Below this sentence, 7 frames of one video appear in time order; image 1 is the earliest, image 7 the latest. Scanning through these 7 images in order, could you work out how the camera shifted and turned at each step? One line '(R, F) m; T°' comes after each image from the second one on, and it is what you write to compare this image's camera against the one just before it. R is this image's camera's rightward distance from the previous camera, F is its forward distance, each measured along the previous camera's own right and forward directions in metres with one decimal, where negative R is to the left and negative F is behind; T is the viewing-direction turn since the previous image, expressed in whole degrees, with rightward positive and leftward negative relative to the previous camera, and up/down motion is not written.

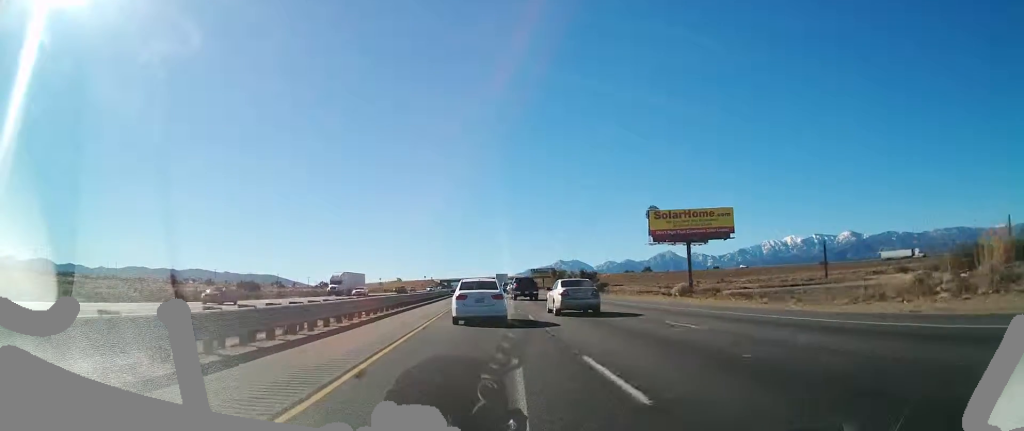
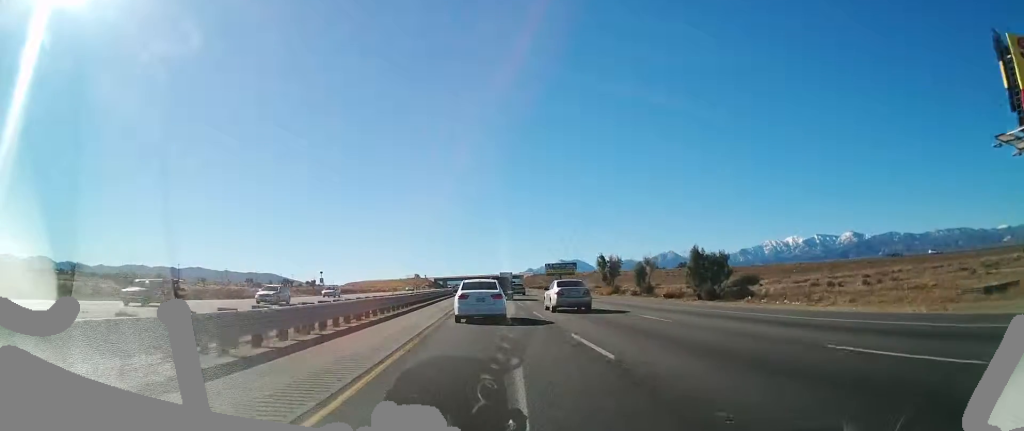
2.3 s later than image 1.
(-0.5, +68.3) m; 0°
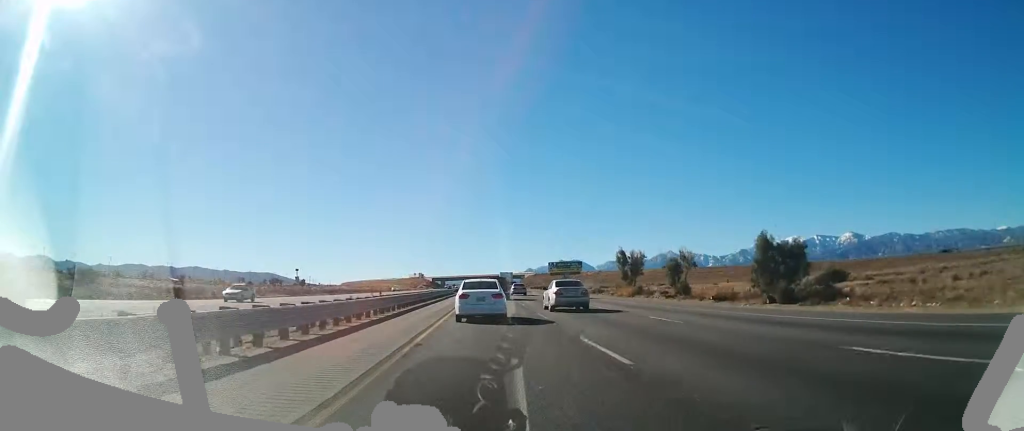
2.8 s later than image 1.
(0.0, +15.1) m; 0°
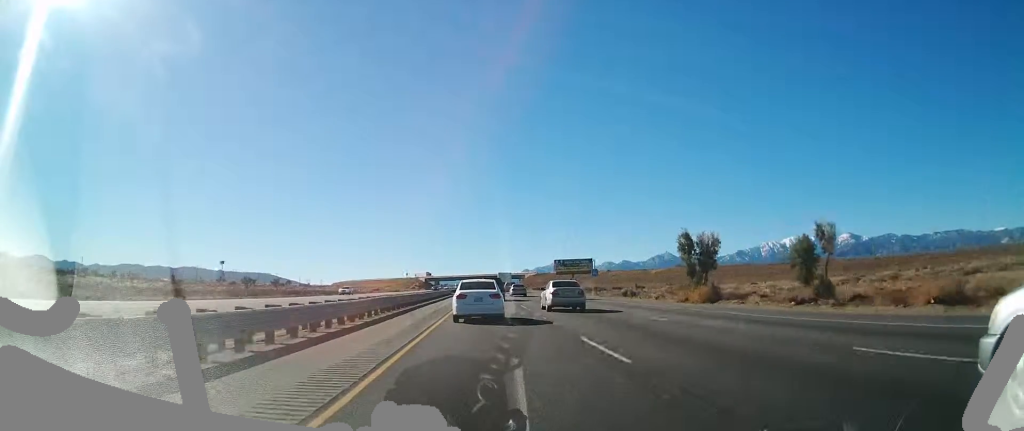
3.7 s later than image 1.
(0.0, +29.5) m; -1°
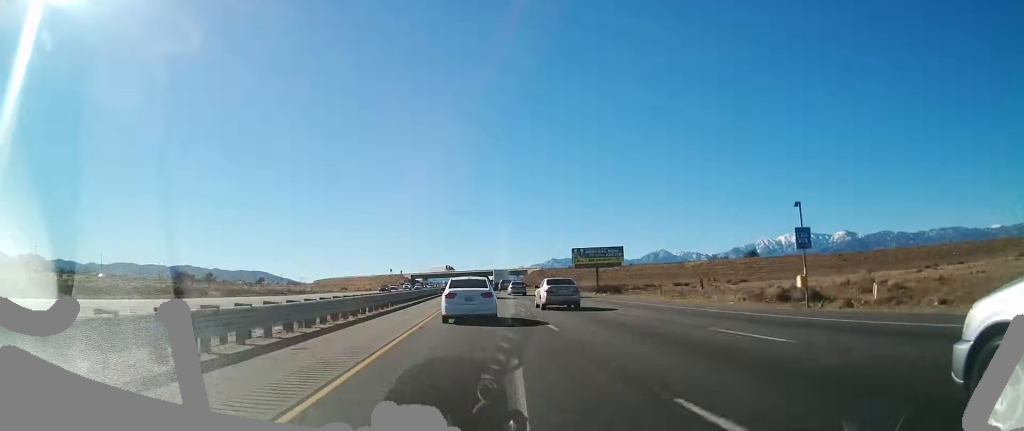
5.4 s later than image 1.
(-0.1, +52.4) m; +1°
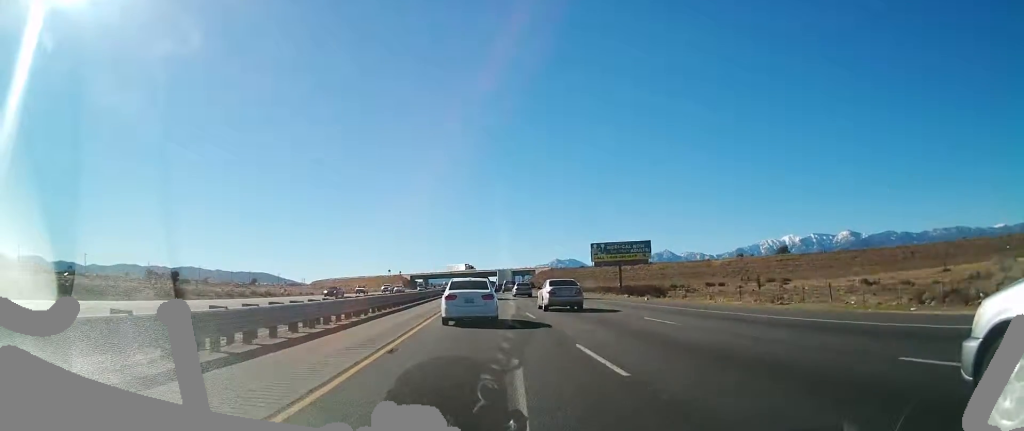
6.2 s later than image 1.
(+0.4, +22.6) m; 0°
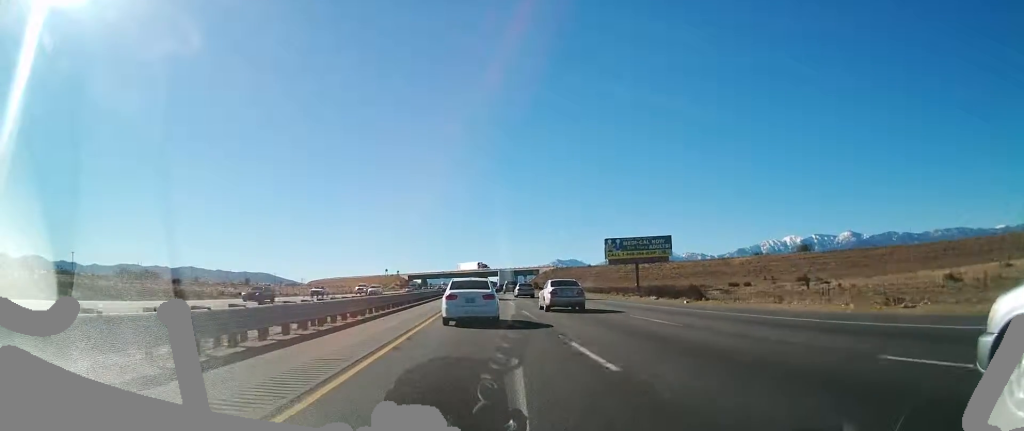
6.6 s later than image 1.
(-0.1, +14.3) m; 0°
